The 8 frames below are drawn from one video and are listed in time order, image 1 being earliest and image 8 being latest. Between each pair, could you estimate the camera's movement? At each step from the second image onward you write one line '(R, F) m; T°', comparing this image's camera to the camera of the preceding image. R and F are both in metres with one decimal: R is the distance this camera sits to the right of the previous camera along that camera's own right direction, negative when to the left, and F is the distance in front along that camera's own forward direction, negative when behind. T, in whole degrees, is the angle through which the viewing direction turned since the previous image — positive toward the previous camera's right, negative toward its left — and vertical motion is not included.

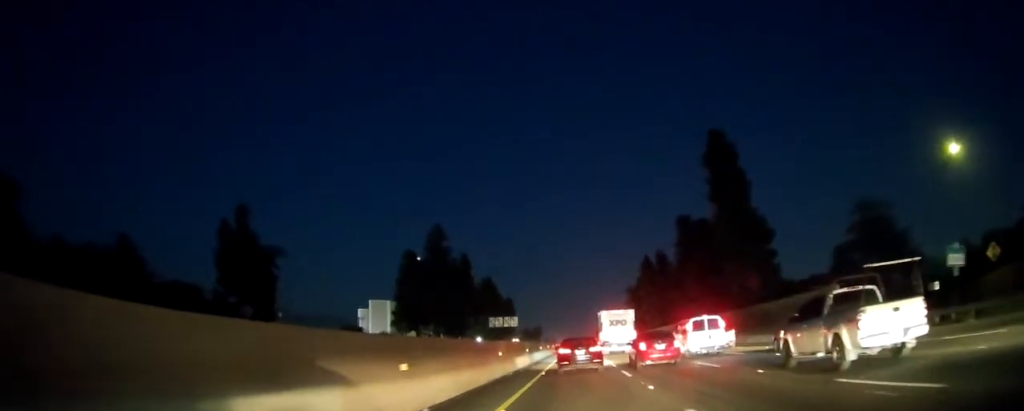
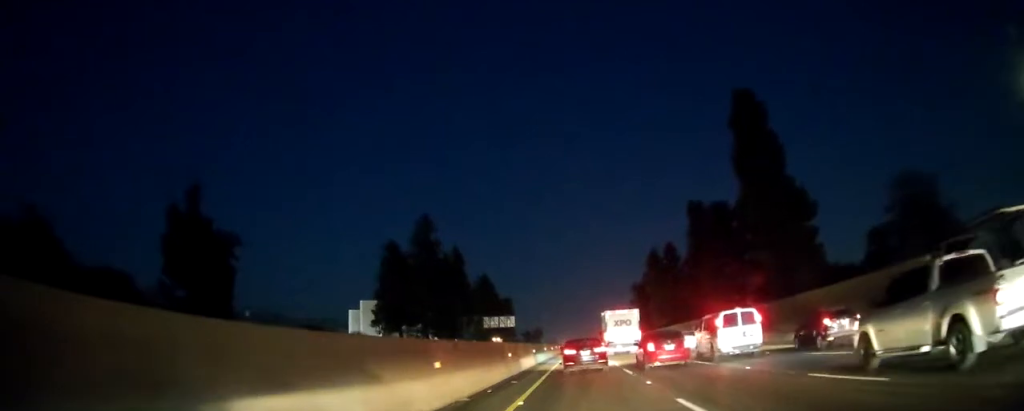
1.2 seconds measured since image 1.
(0.0, +12.3) m; -1°
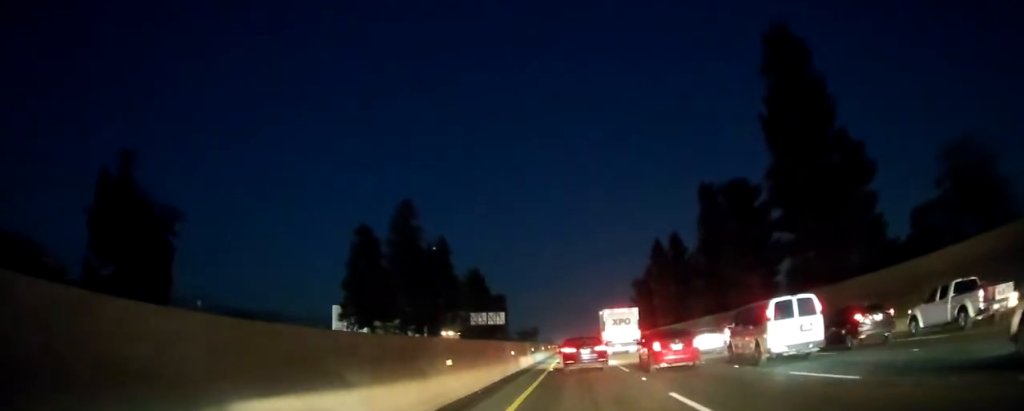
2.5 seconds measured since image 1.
(-0.1, +13.0) m; 0°
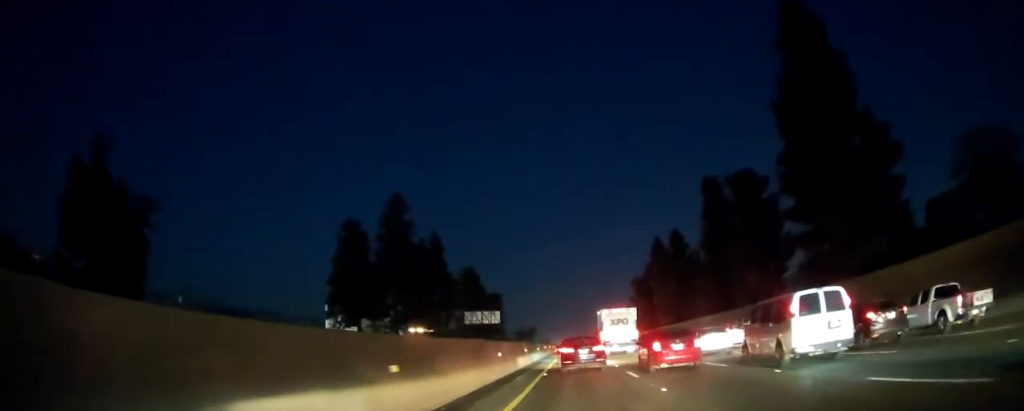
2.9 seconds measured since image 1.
(+0.1, +4.7) m; +1°
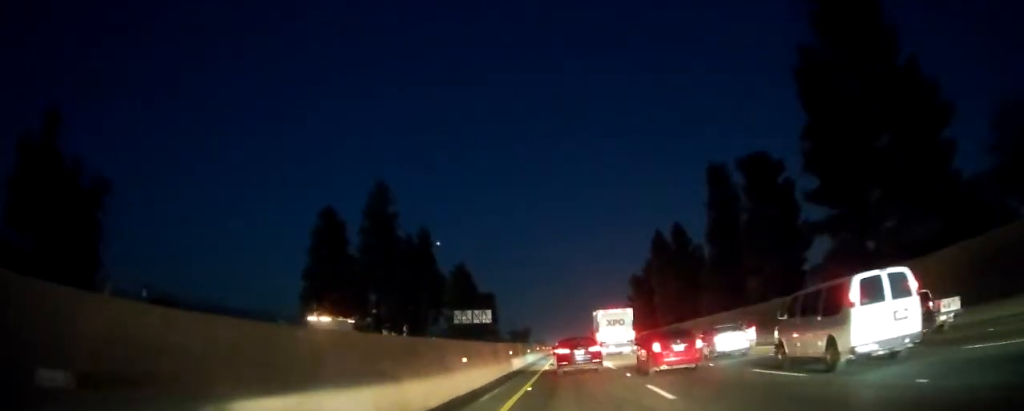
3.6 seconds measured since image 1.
(+0.1, +7.3) m; +1°
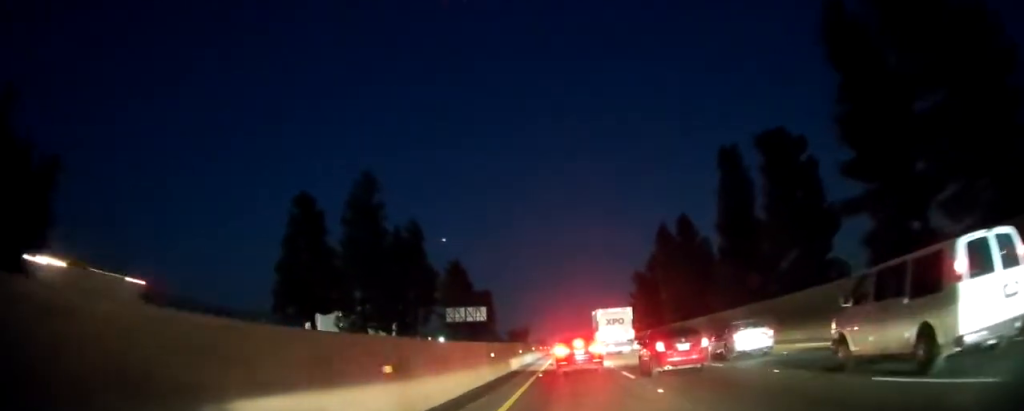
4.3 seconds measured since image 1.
(+0.1, +7.8) m; 0°
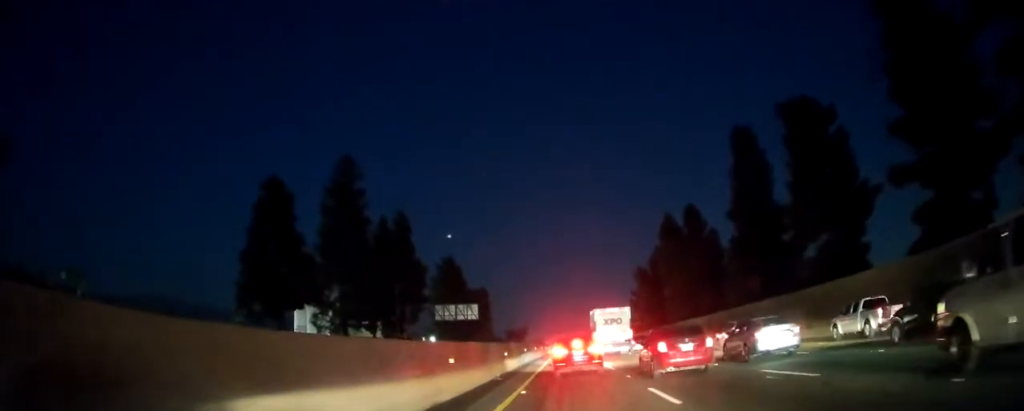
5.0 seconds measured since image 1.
(-0.1, +8.4) m; -1°
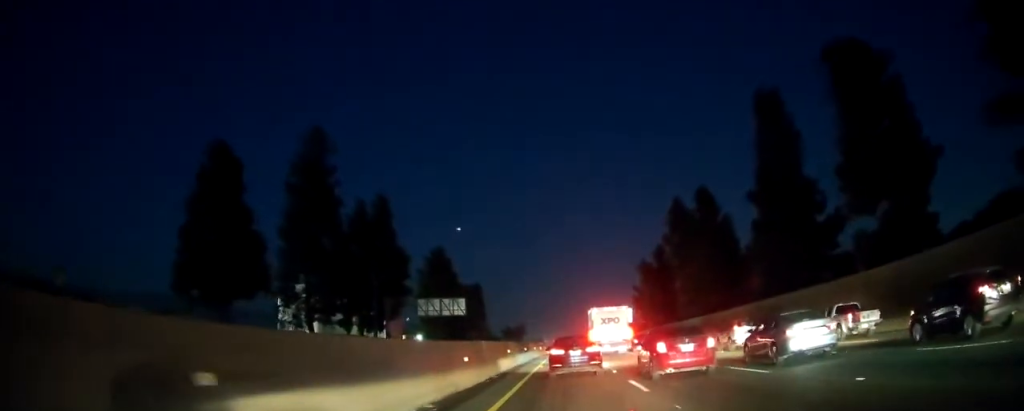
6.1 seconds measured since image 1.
(-0.1, +11.6) m; +1°
